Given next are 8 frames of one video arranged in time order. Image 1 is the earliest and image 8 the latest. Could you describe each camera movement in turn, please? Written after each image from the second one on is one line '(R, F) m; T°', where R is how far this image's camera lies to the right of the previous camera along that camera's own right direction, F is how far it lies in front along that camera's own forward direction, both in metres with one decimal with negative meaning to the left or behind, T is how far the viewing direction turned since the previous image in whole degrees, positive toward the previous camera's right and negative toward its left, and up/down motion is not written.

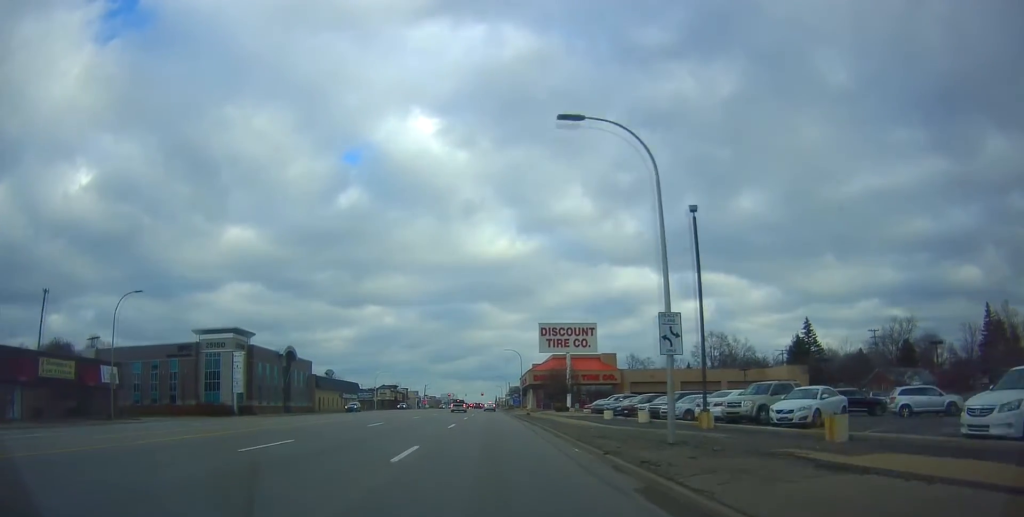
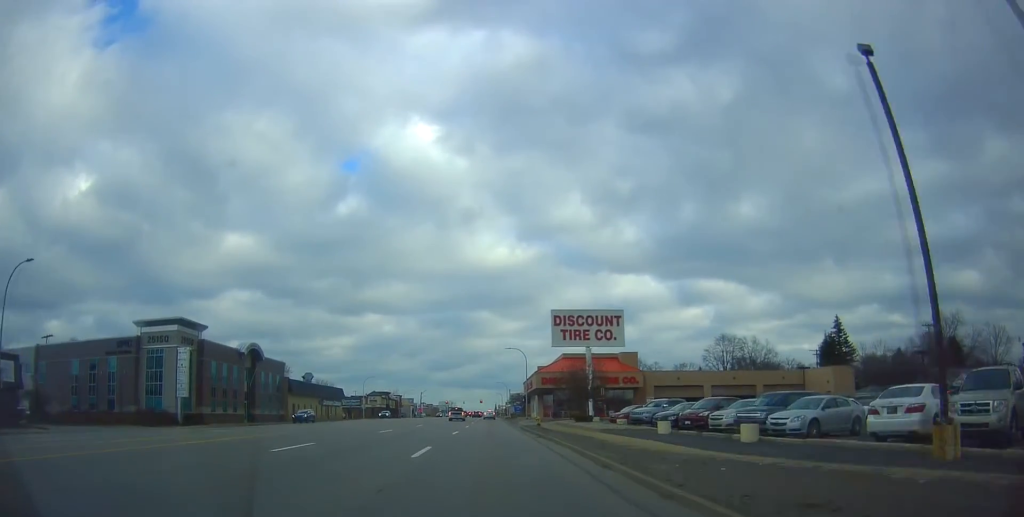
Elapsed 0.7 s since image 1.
(-0.3, +12.9) m; 0°
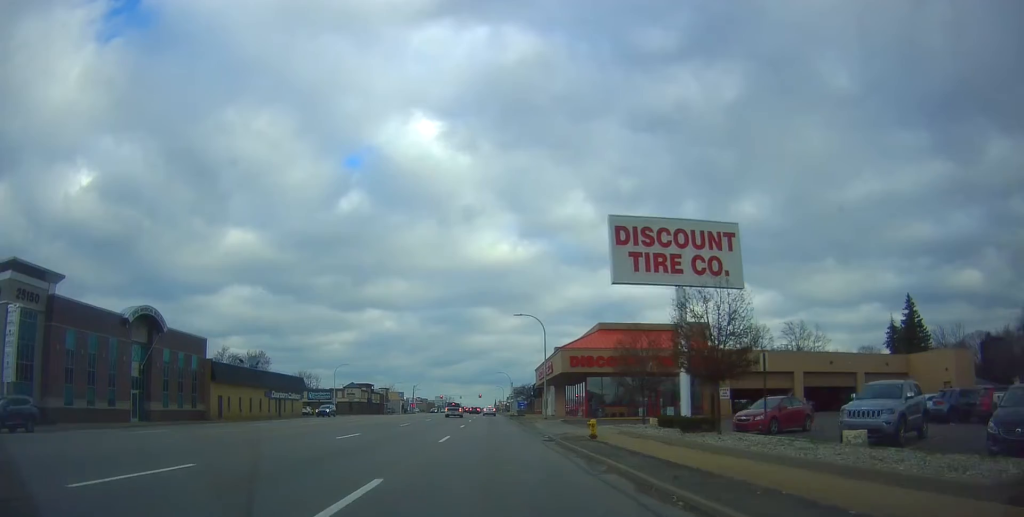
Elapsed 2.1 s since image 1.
(+0.3, +24.0) m; 0°
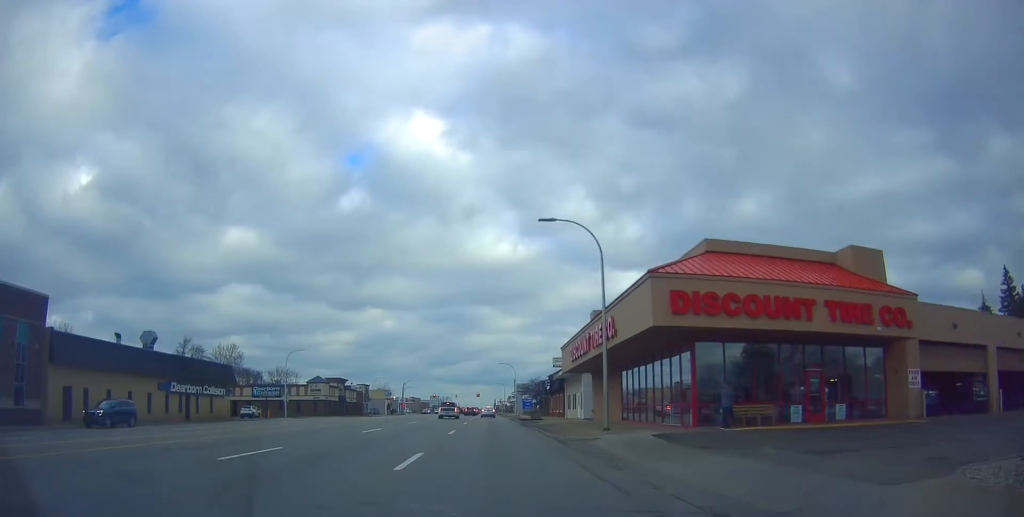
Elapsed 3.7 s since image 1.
(-0.8, +25.0) m; -1°
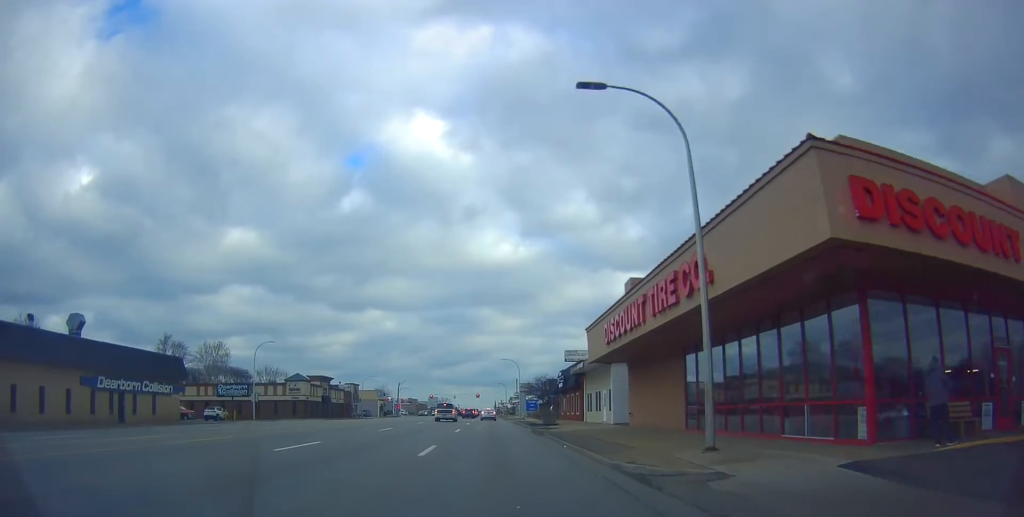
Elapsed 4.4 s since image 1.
(+0.1, +11.1) m; +1°
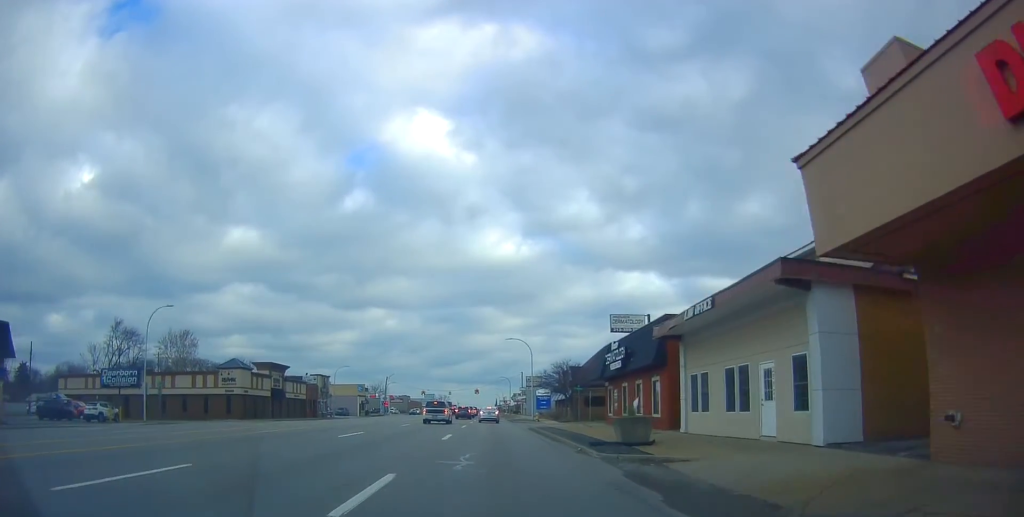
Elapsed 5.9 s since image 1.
(+0.5, +22.7) m; +1°
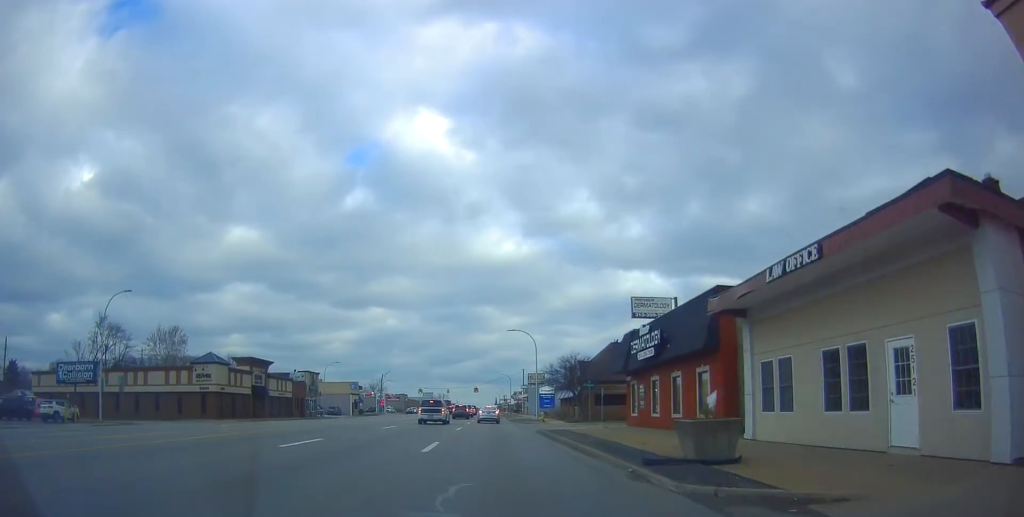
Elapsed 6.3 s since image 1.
(0.0, +5.9) m; 0°
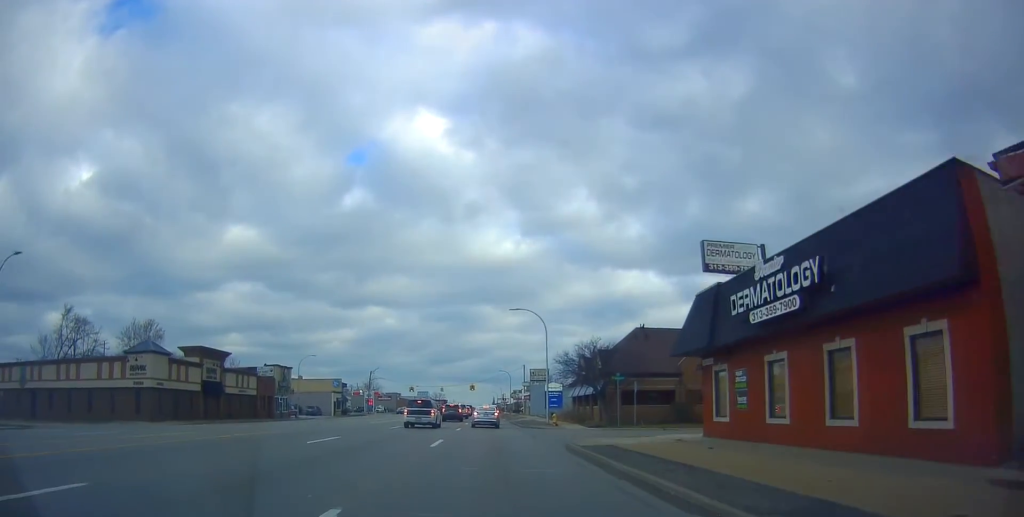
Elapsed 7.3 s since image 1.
(0.0, +11.8) m; -1°
